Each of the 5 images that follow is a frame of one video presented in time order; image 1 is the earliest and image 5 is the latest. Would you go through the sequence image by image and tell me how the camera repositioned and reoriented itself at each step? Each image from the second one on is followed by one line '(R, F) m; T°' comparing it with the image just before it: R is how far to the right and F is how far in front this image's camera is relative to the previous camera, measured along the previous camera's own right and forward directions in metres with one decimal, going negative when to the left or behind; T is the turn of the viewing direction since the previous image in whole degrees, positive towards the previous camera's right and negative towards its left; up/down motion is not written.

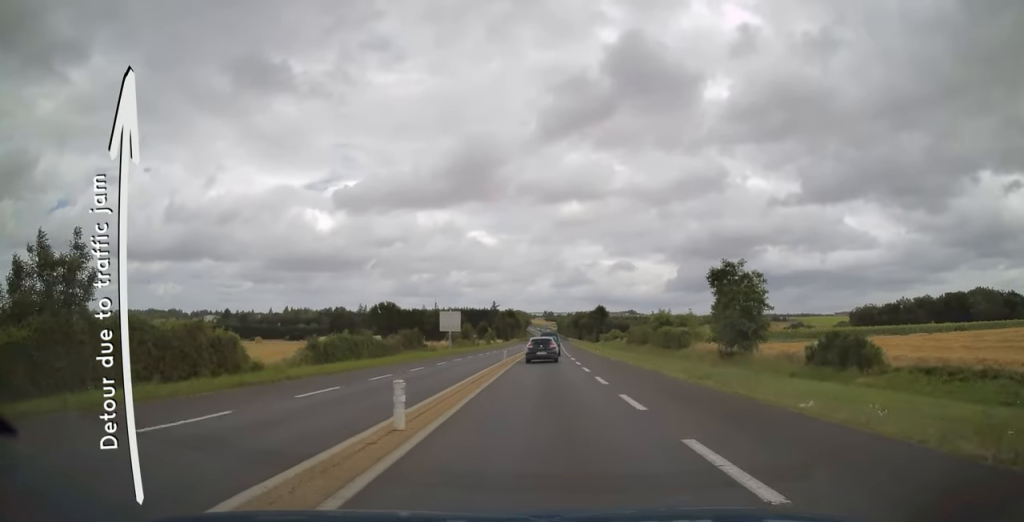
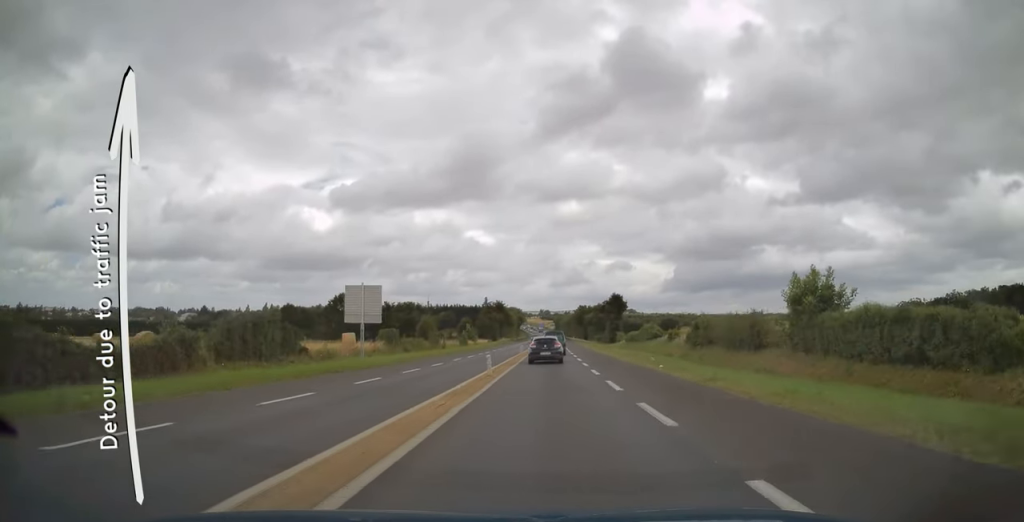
(+0.2, +34.8) m; 0°
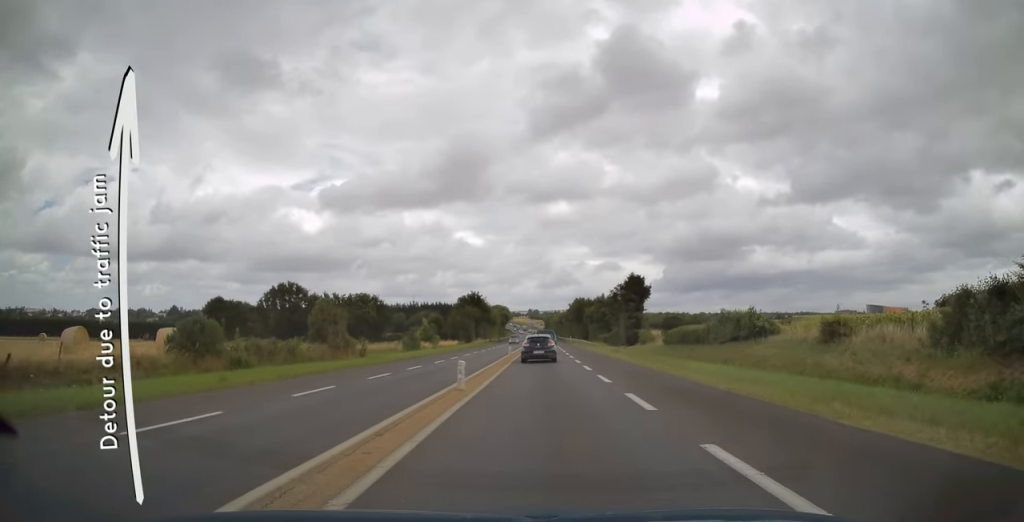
(+0.1, +31.4) m; +1°
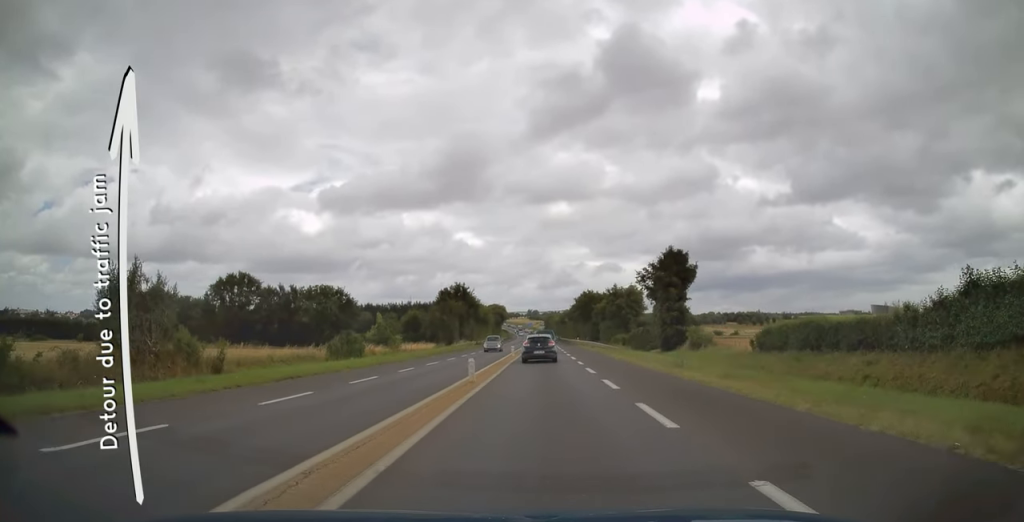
(+0.1, +21.4) m; 0°
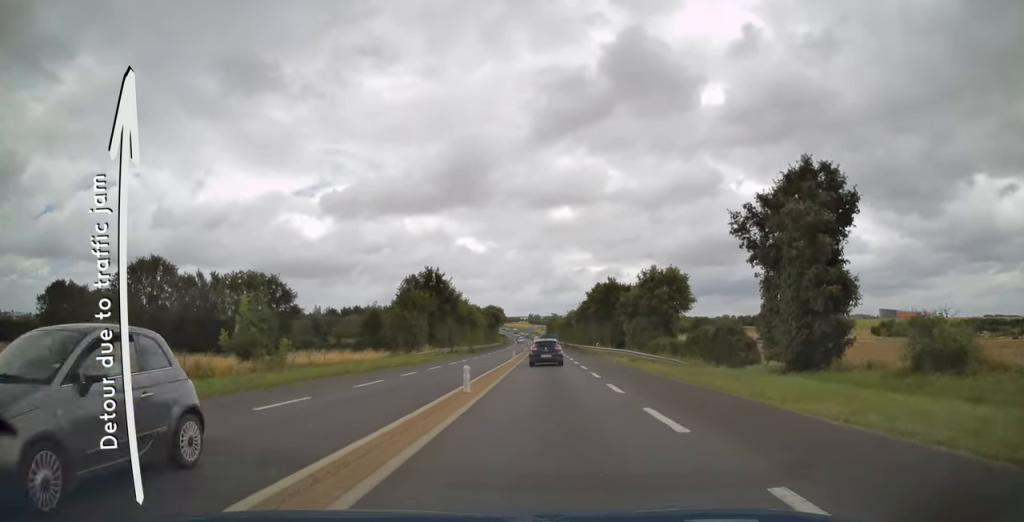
(-0.1, +26.2) m; 0°
